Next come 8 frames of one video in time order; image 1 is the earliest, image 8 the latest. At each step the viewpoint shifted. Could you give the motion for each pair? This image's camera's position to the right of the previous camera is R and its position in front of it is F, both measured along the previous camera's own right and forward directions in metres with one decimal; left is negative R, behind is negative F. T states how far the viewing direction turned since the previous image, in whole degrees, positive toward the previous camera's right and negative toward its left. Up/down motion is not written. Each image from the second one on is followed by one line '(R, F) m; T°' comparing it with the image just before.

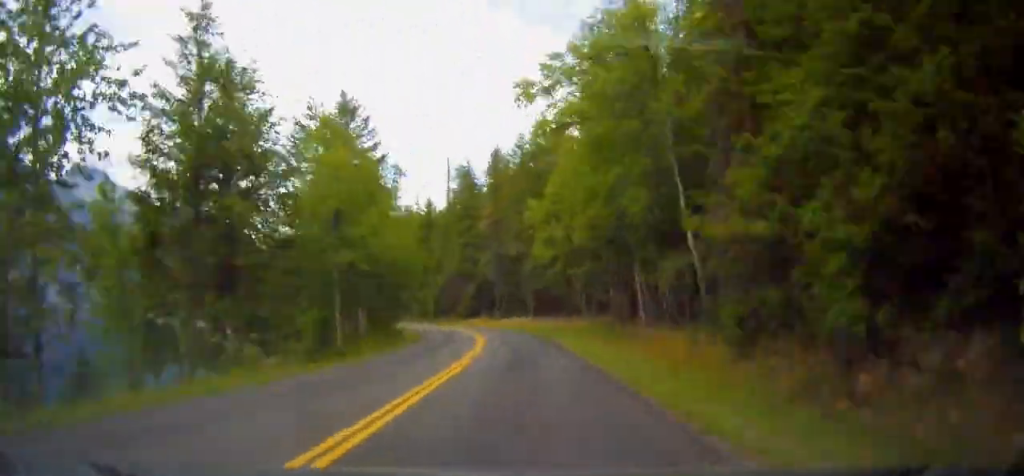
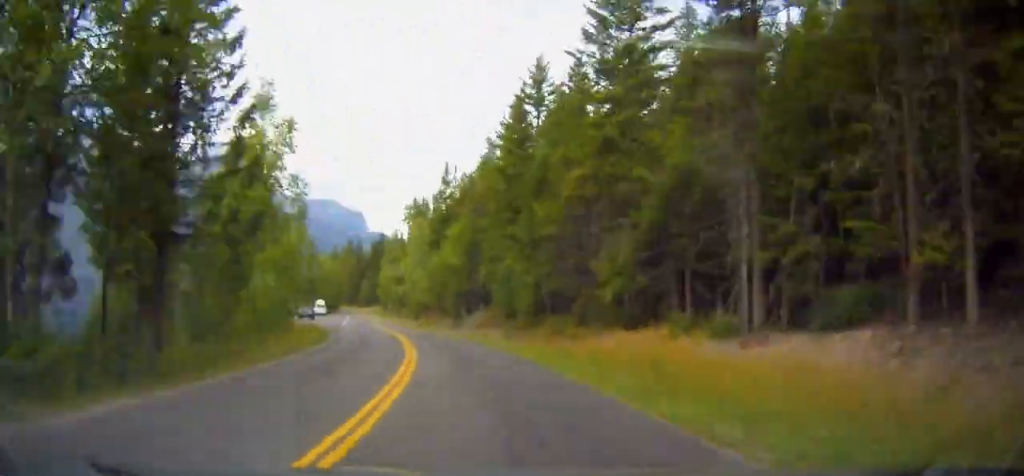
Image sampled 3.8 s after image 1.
(+2.7, +66.1) m; -4°
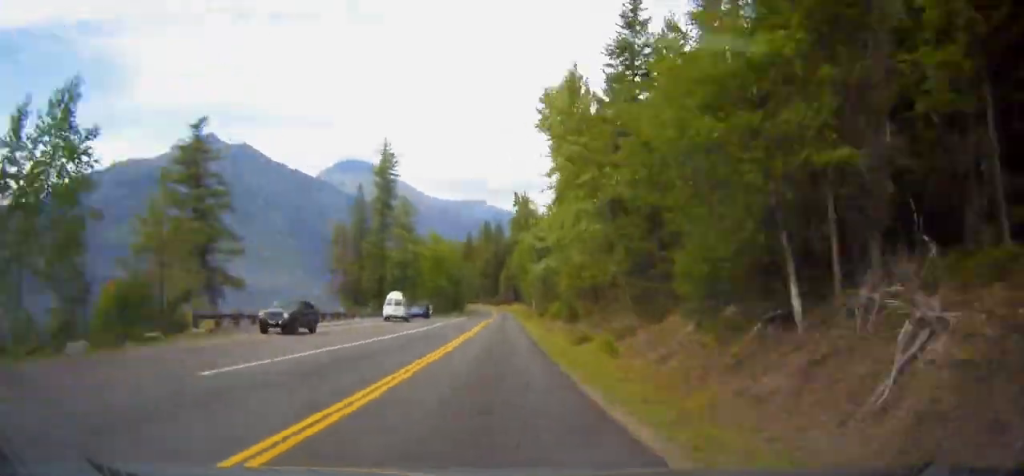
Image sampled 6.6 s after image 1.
(-6.6, +50.0) m; -6°
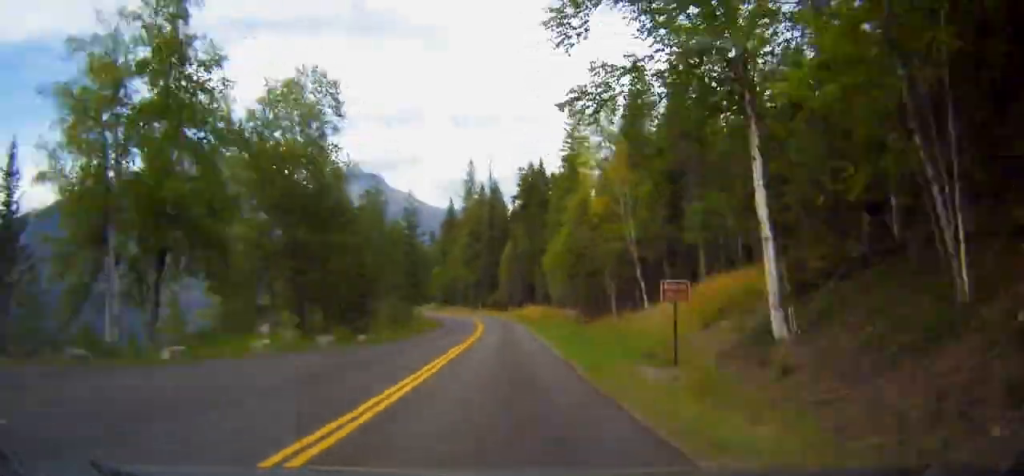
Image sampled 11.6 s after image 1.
(-7.6, +89.8) m; -7°
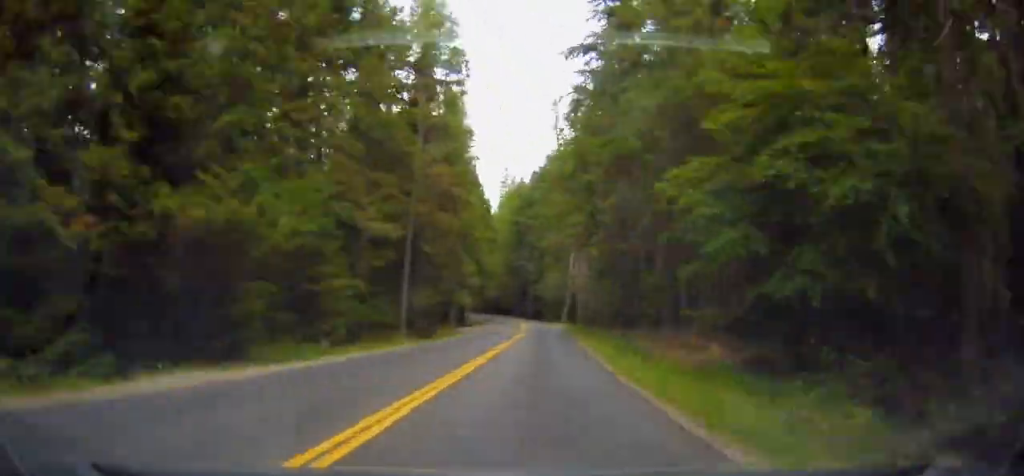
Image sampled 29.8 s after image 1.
(+58.8, +301.6) m; +33°
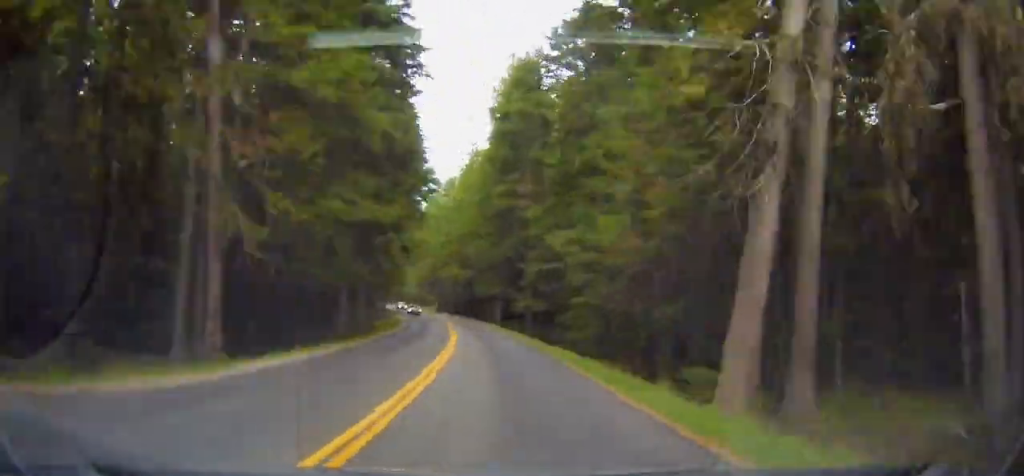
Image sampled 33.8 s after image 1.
(+6.4, +68.5) m; +1°
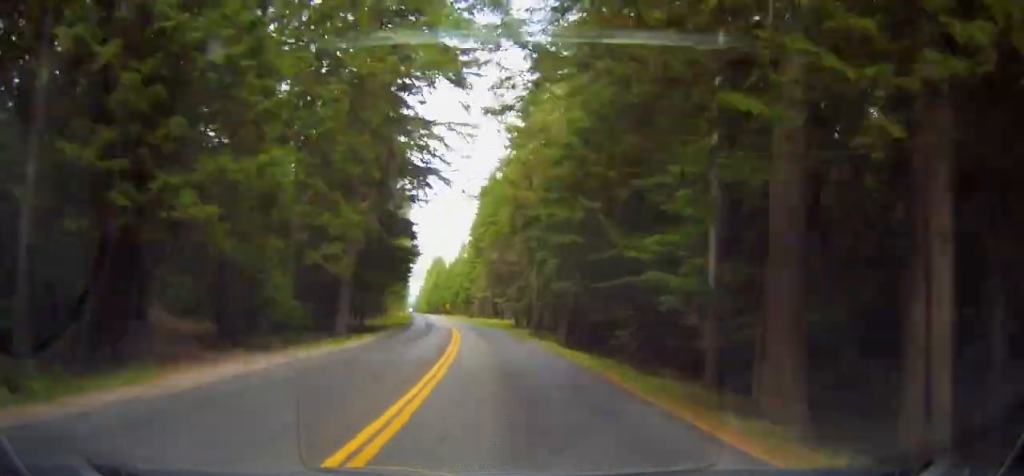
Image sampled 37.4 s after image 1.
(-2.9, +62.2) m; -7°
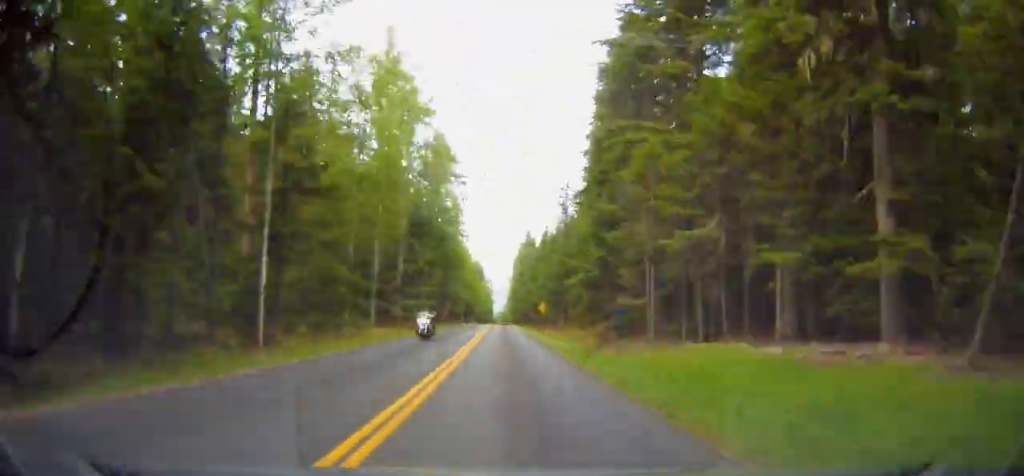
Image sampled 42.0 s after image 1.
(-7.5, +81.0) m; -6°
